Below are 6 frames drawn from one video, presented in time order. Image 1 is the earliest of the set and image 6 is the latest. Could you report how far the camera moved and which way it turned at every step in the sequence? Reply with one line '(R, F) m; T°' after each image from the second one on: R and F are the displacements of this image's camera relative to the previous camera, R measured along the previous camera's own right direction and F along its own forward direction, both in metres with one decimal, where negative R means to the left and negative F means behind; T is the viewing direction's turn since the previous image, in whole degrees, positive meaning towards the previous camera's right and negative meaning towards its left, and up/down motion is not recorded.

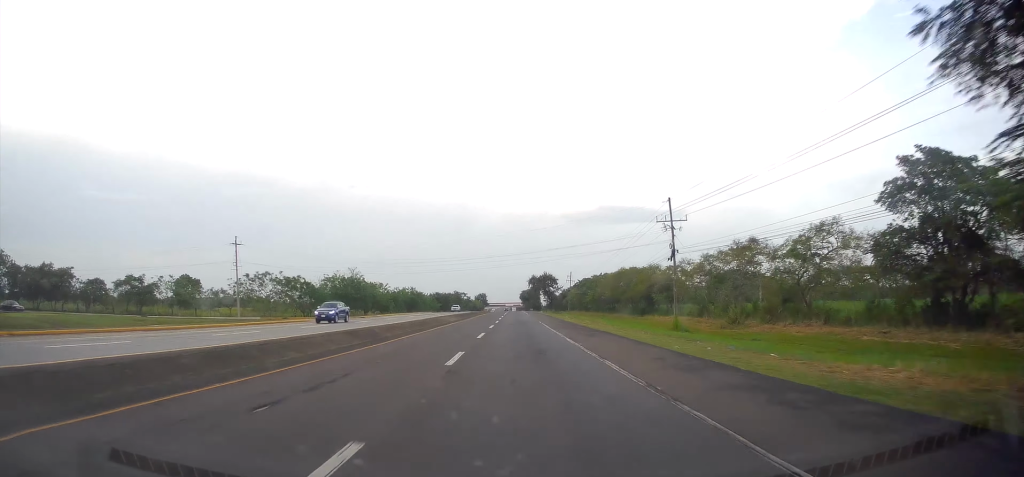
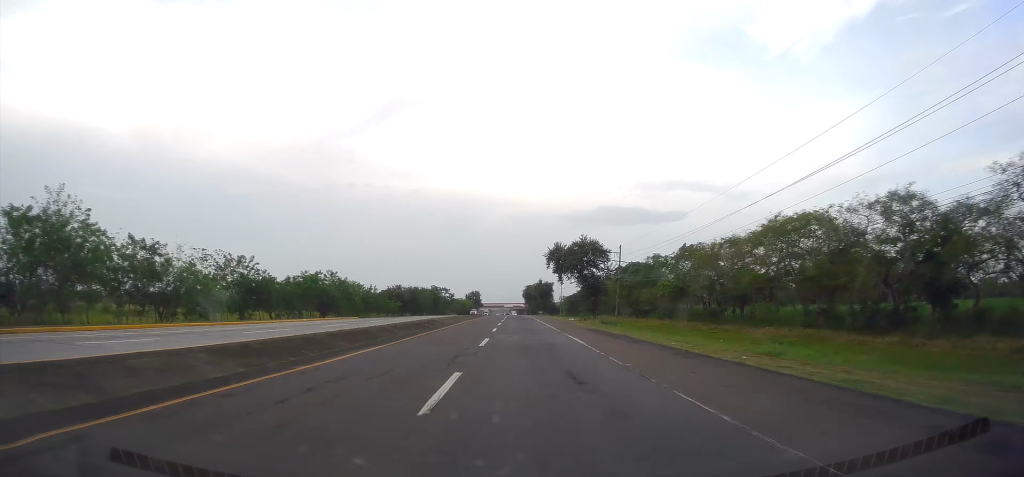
(-0.2, +75.7) m; 0°
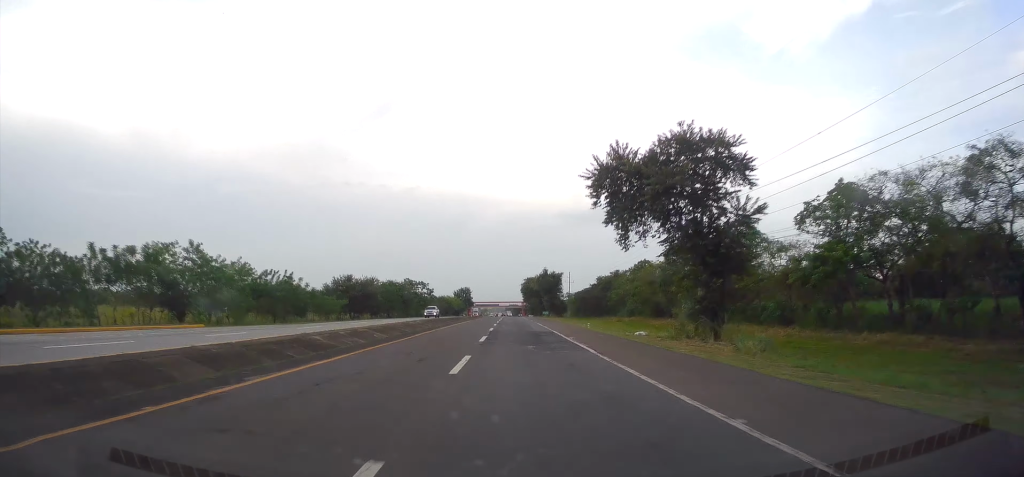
(-0.3, +41.9) m; 0°
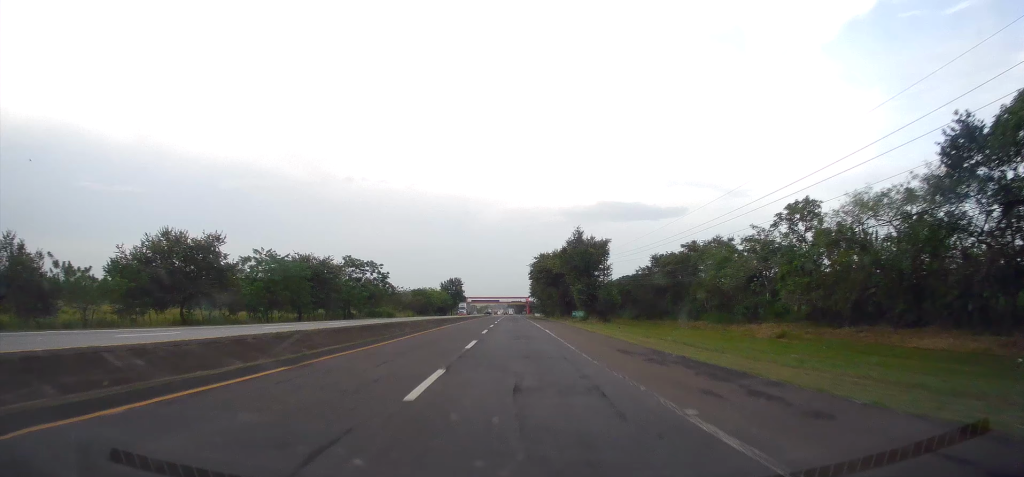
(+0.6, +57.4) m; 0°
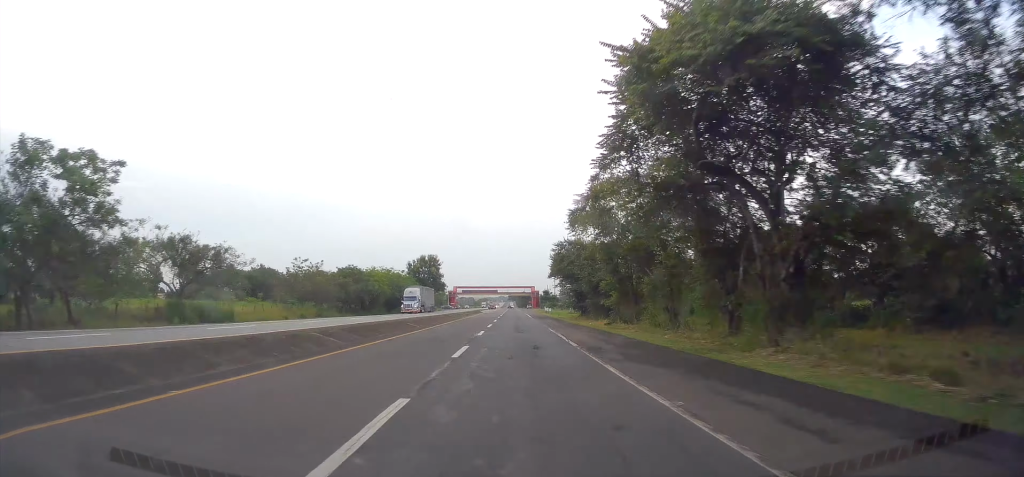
(-0.3, +69.4) m; +1°
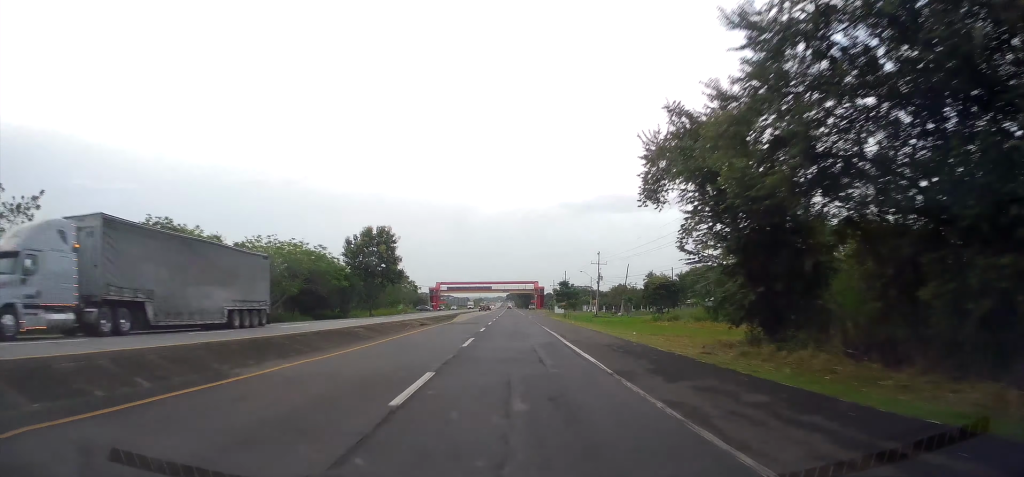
(+0.8, +52.5) m; +1°
